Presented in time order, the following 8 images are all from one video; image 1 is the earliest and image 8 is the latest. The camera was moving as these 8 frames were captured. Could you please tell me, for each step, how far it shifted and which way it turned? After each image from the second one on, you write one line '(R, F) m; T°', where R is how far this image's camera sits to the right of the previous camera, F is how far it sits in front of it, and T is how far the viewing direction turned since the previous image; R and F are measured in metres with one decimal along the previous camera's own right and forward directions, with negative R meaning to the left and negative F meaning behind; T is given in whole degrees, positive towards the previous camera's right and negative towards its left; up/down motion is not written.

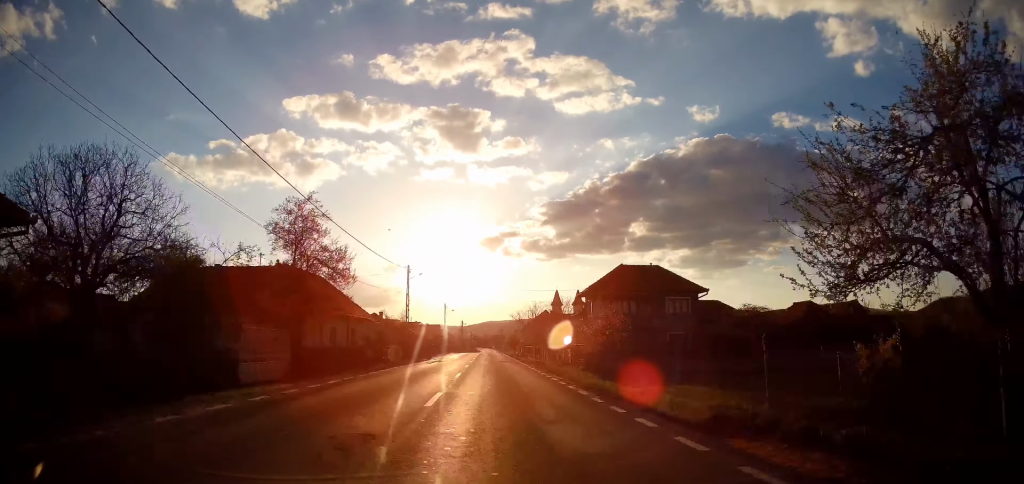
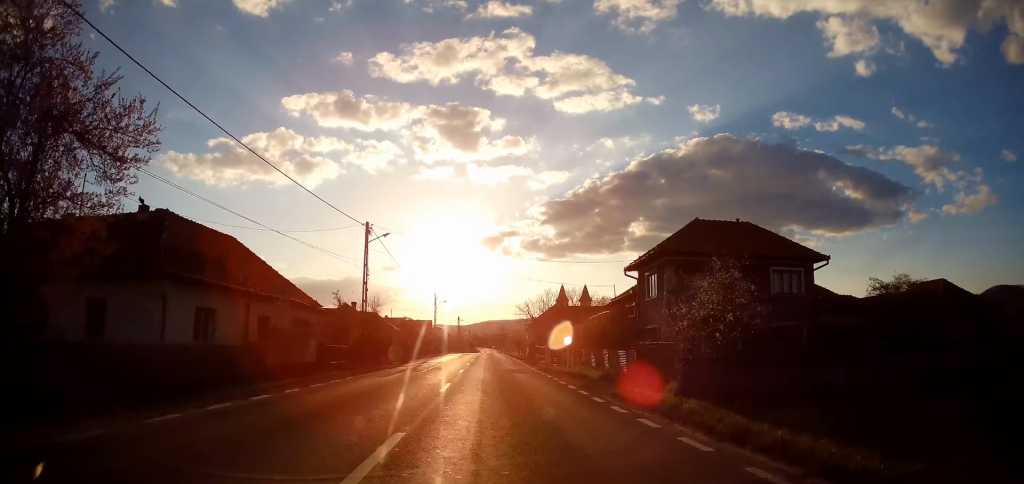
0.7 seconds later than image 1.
(0.0, +16.1) m; 0°
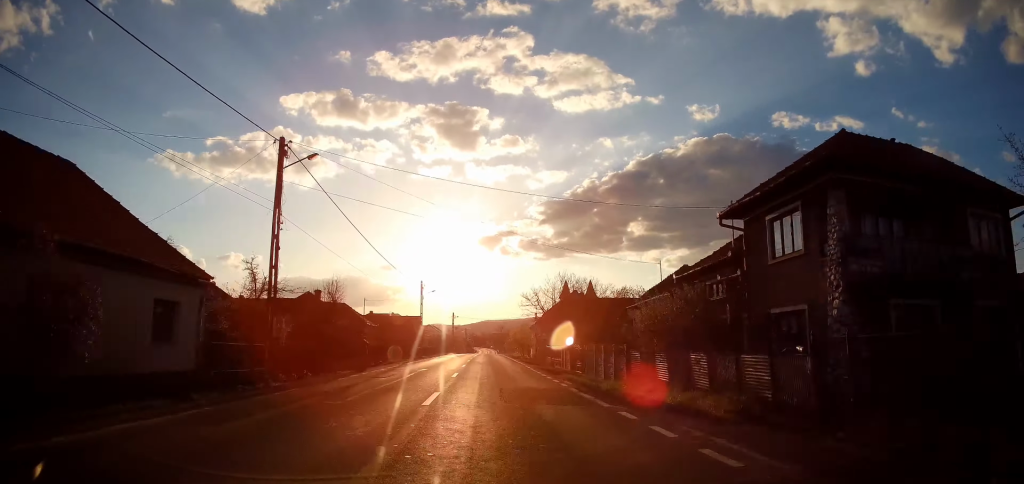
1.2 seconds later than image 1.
(-0.2, +12.9) m; 0°
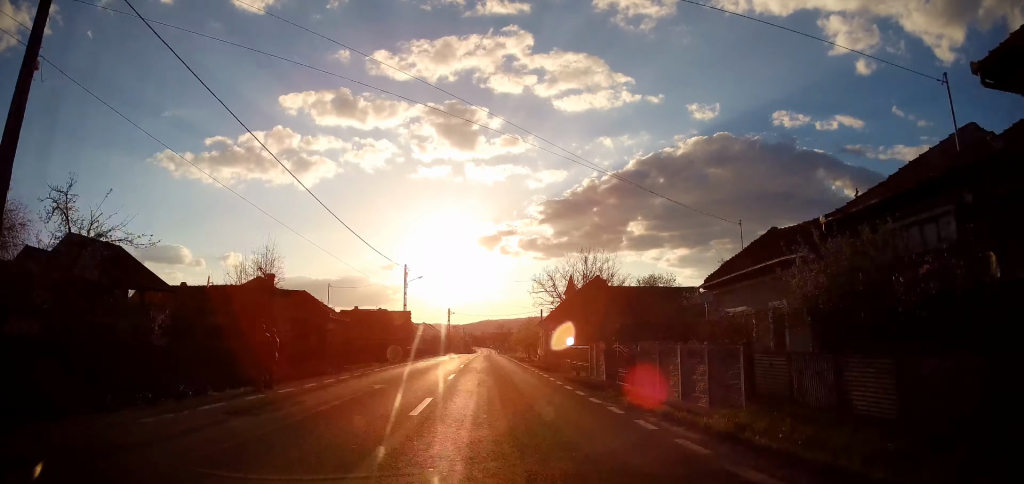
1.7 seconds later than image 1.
(+0.2, +11.3) m; 0°
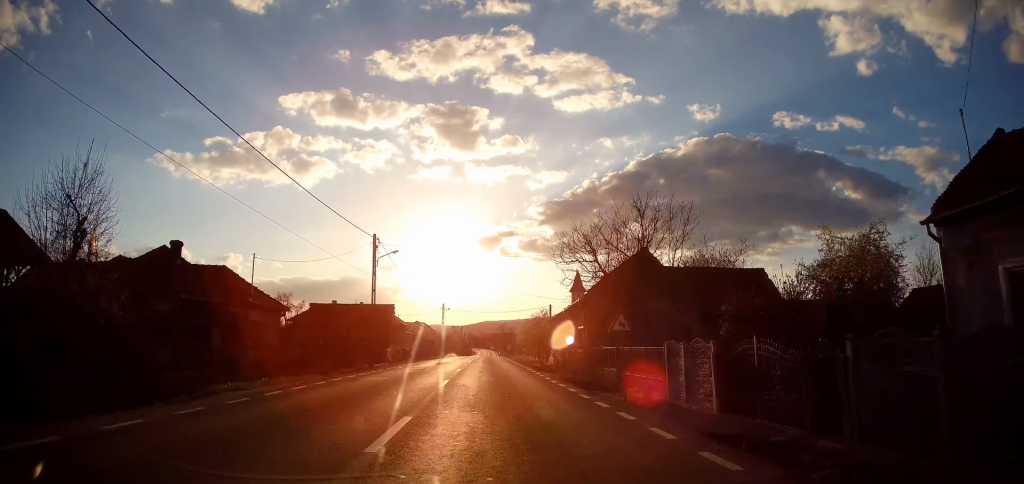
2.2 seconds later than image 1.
(+0.3, +12.9) m; 0°
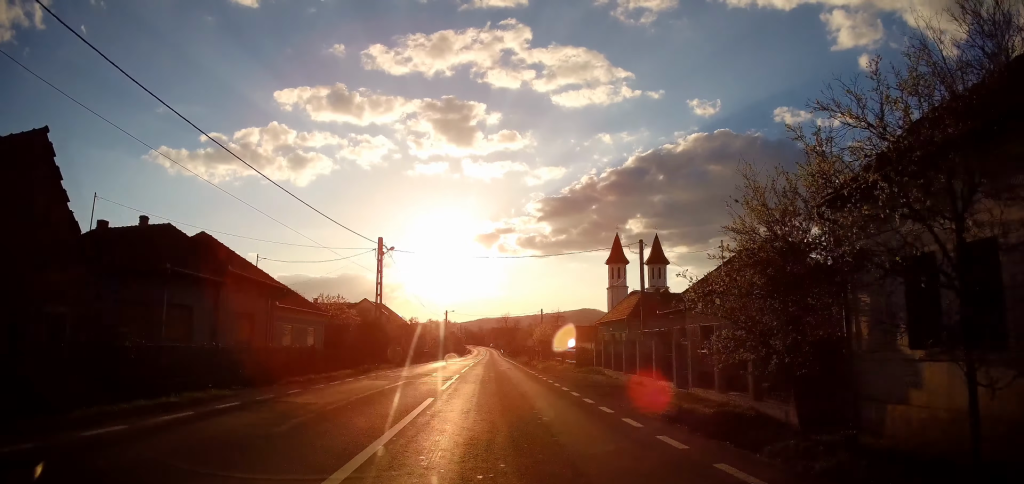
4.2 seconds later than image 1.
(-1.2, +48.5) m; 0°
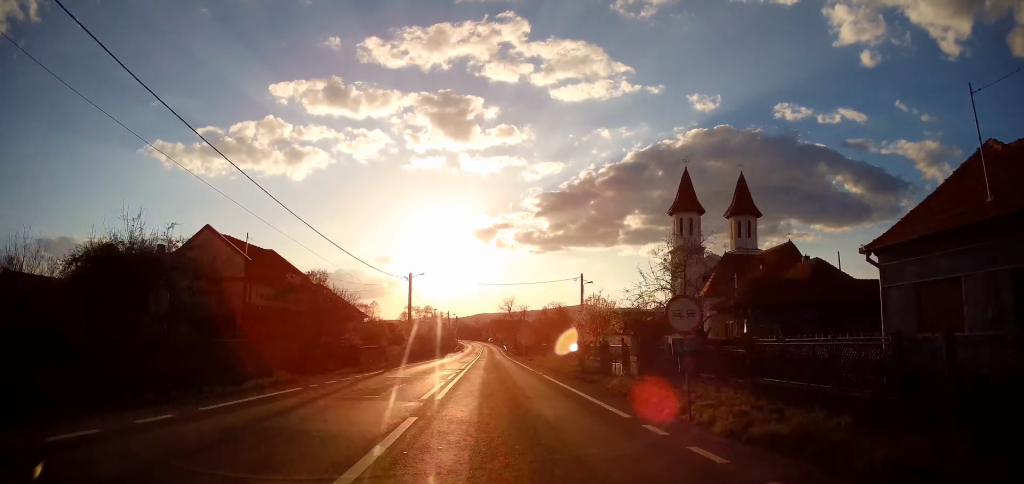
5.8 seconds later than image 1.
(+0.9, +39.0) m; +1°
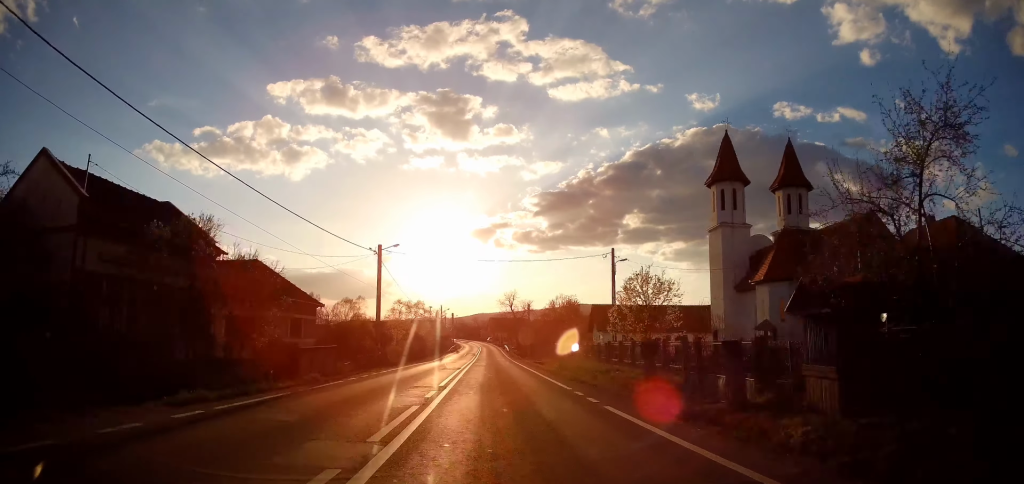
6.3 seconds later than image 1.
(0.0, +13.1) m; -1°
